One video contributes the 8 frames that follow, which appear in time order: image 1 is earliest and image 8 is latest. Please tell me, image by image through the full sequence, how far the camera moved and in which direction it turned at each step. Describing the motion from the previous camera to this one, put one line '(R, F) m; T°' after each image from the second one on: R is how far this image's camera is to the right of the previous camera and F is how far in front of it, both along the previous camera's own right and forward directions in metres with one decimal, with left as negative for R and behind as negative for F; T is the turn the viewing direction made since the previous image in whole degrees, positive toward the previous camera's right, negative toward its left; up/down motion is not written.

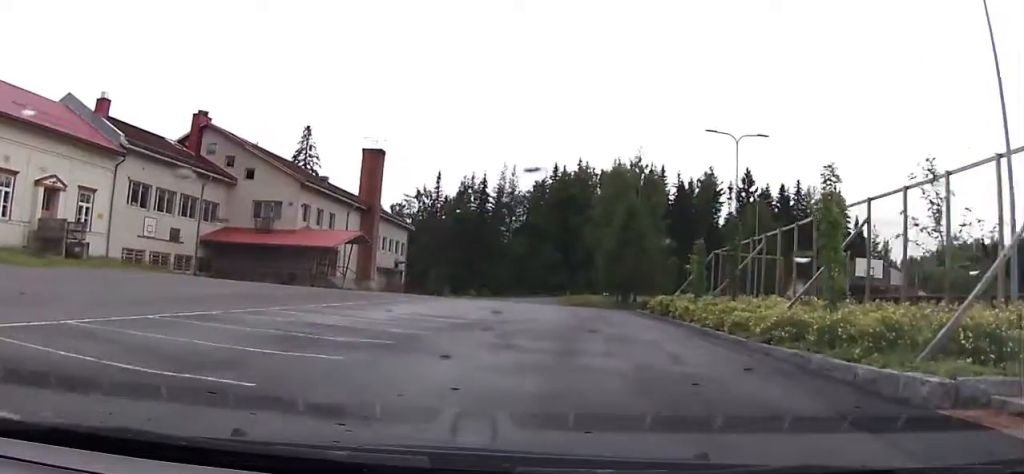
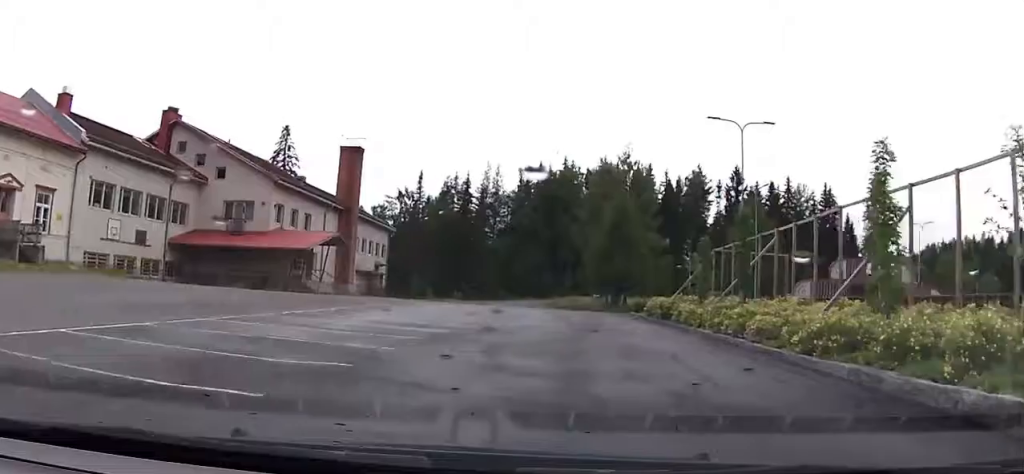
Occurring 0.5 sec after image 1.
(0.0, +2.9) m; +3°
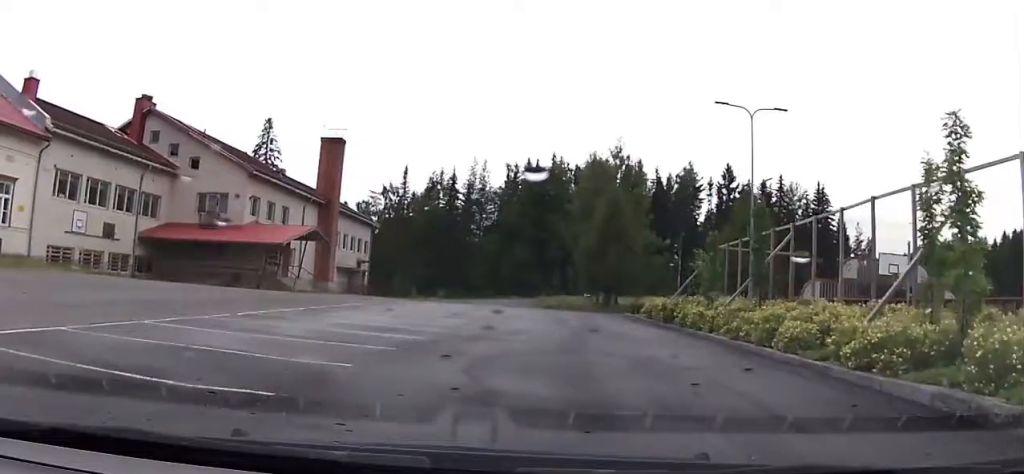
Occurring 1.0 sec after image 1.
(-0.1, +2.7) m; +3°
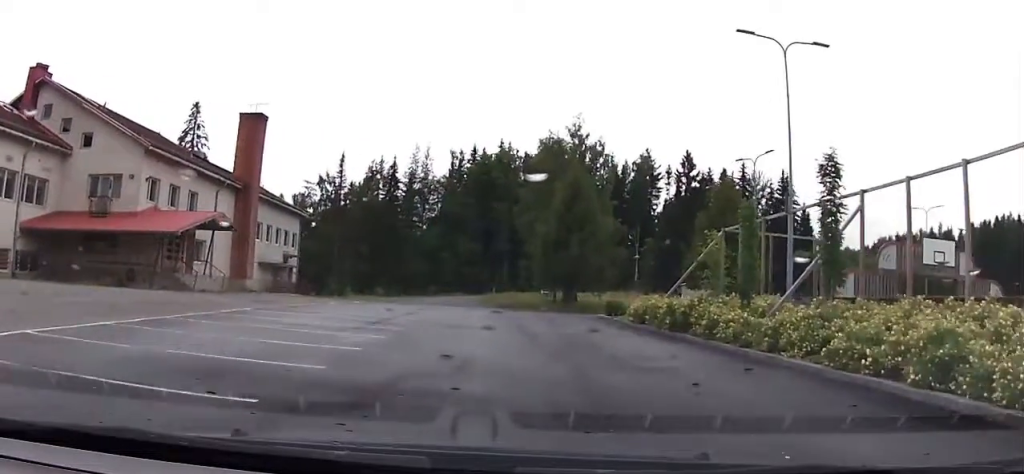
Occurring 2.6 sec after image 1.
(+0.8, +8.3) m; +6°
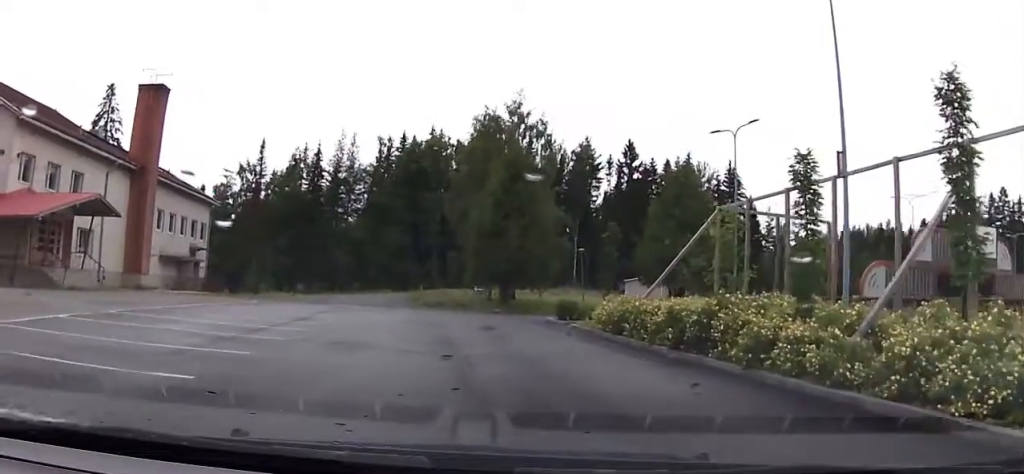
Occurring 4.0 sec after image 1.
(+0.1, +6.7) m; +3°
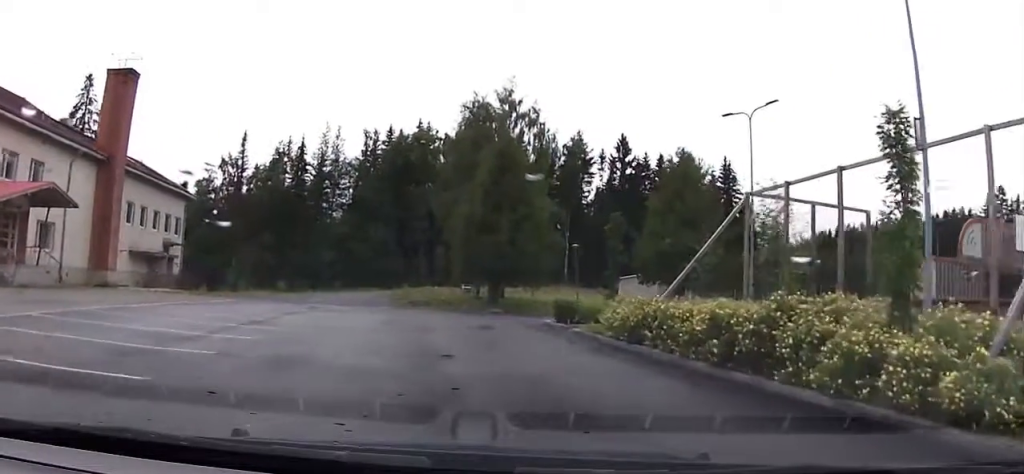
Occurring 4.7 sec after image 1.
(0.0, +3.1) m; +4°
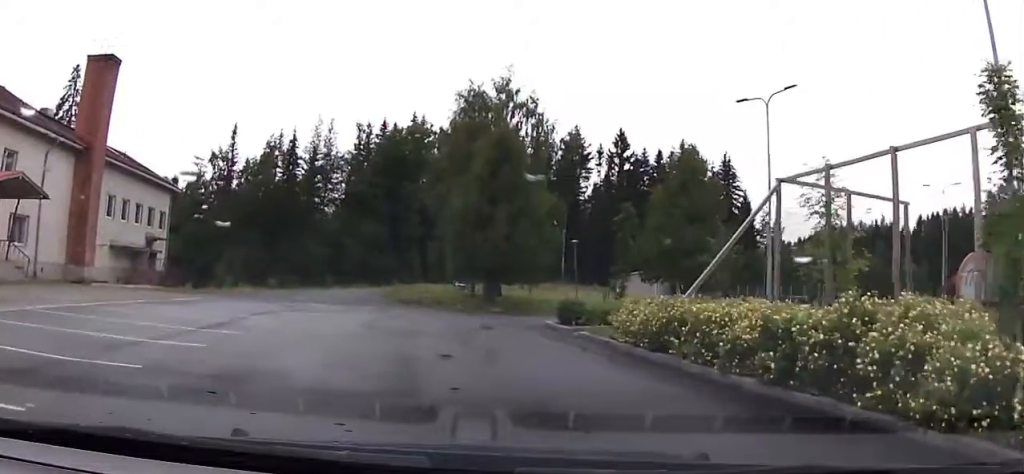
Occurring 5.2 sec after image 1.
(+0.1, +2.1) m; +3°
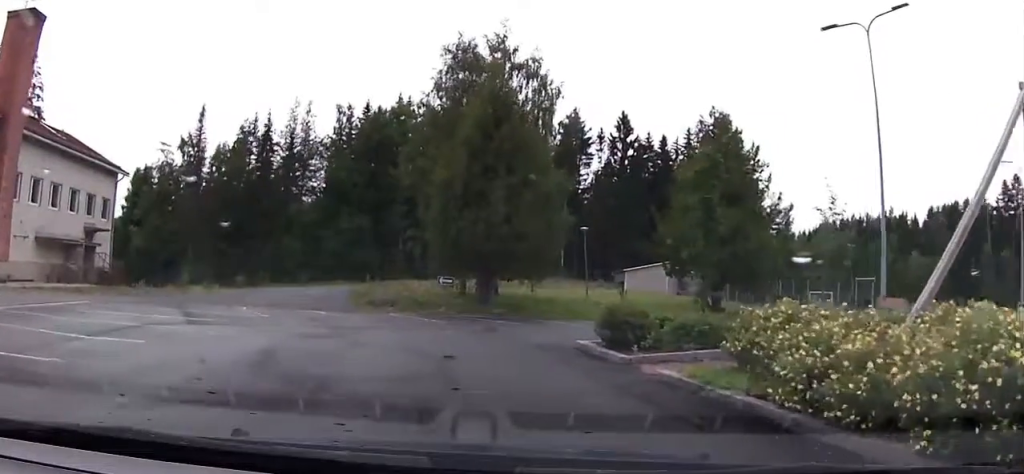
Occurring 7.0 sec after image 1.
(+0.8, +8.4) m; -3°
